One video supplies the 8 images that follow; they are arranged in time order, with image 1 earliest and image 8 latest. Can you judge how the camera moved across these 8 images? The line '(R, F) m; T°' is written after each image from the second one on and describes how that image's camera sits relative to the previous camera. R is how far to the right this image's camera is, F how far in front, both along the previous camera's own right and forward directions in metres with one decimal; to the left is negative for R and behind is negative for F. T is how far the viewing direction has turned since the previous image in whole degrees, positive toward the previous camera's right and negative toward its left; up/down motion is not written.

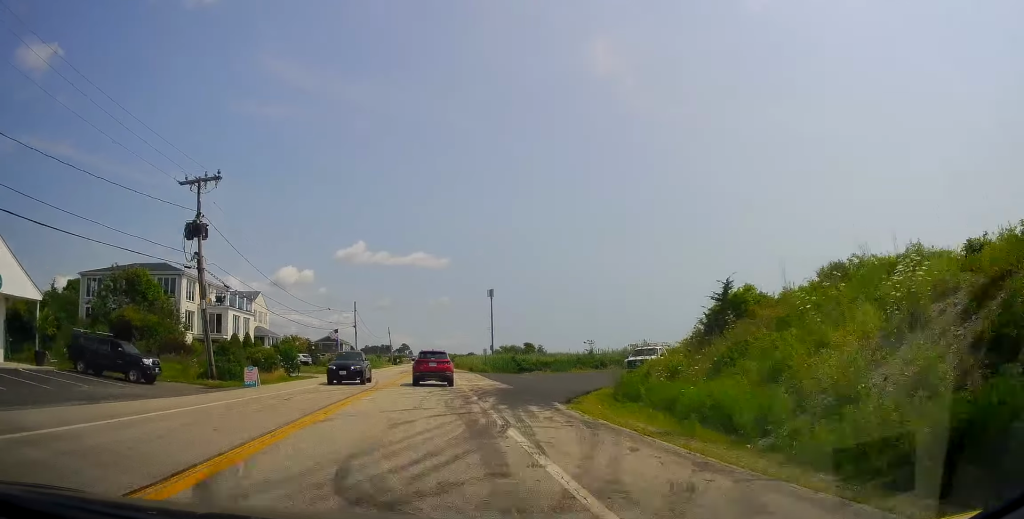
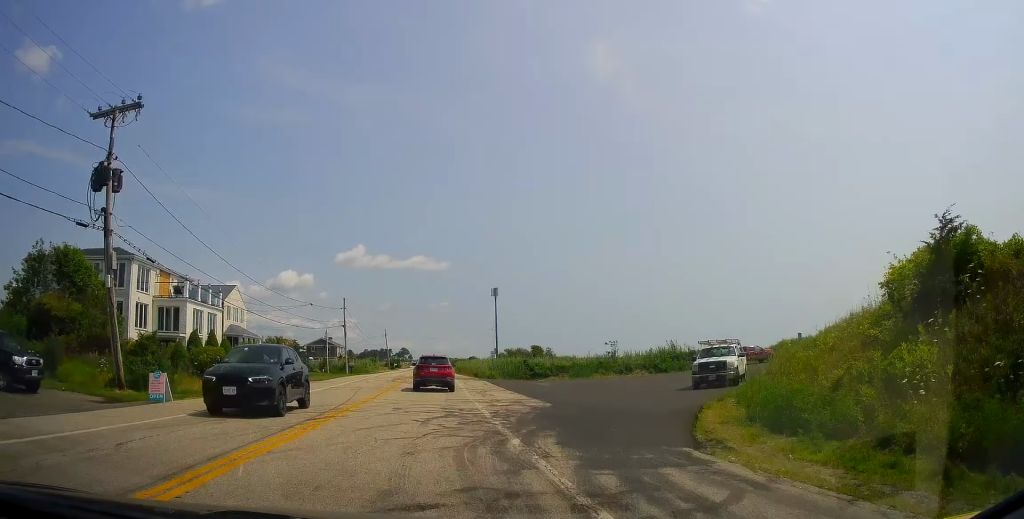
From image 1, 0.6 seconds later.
(-0.2, +9.3) m; 0°
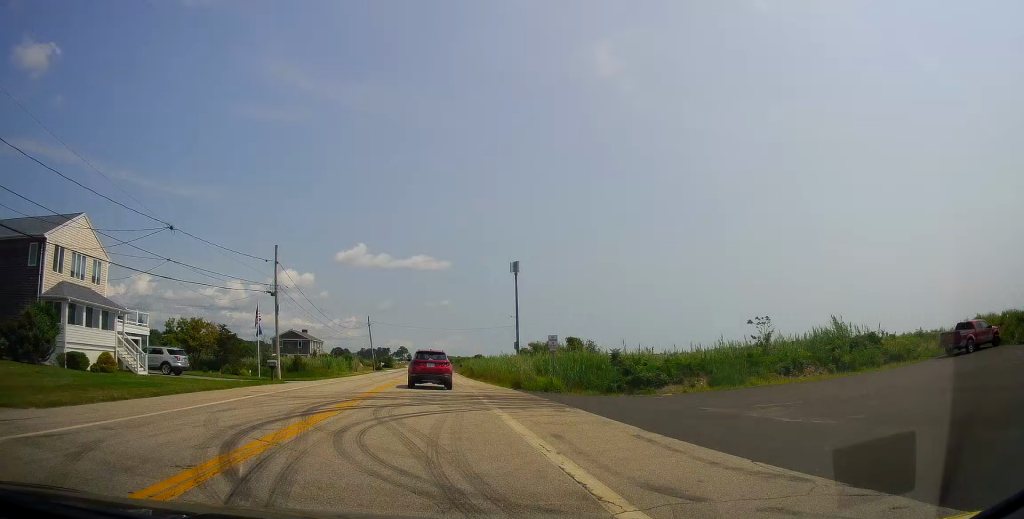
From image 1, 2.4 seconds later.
(+0.1, +31.0) m; 0°
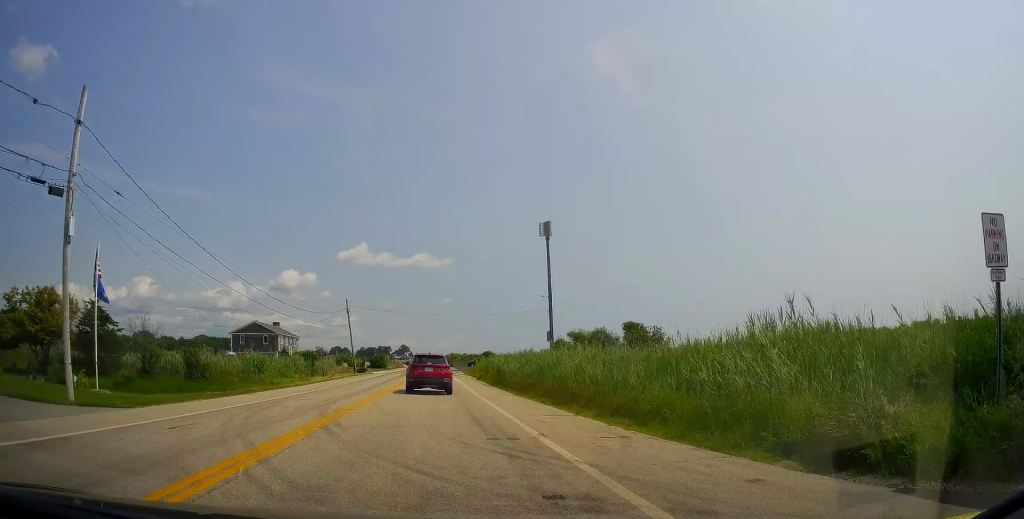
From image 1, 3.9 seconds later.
(+0.4, +24.9) m; +1°
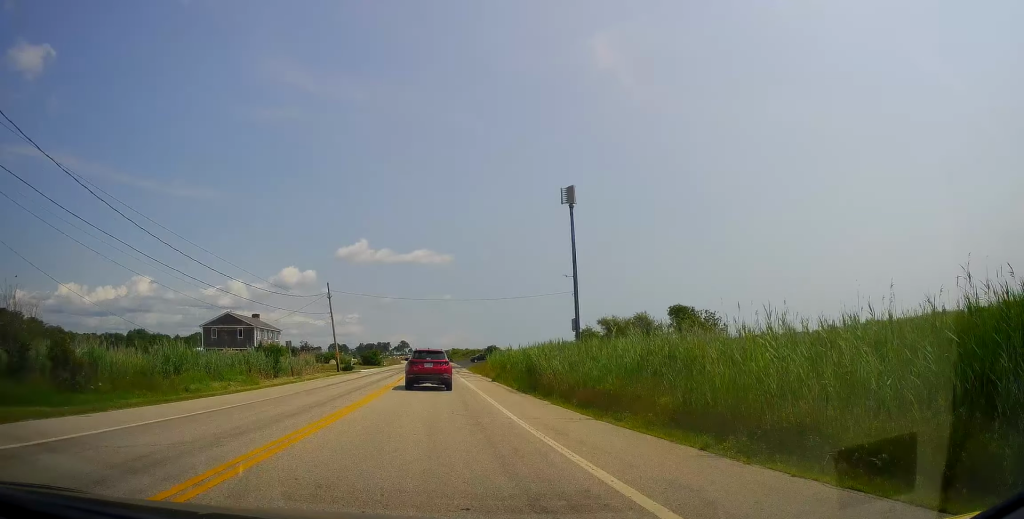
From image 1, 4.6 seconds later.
(0.0, +12.2) m; -1°
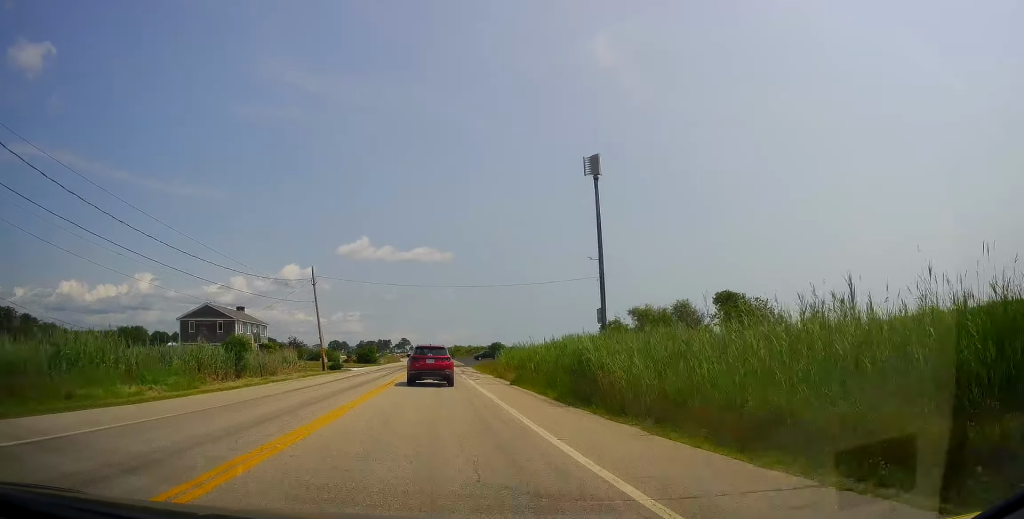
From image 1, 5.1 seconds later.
(-0.1, +8.1) m; 0°
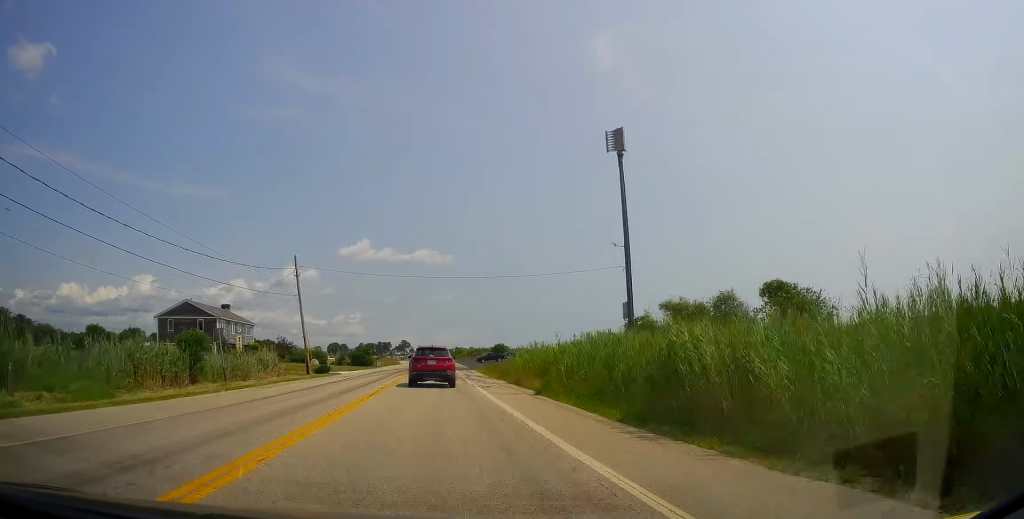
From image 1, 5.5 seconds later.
(-0.1, +6.5) m; 0°
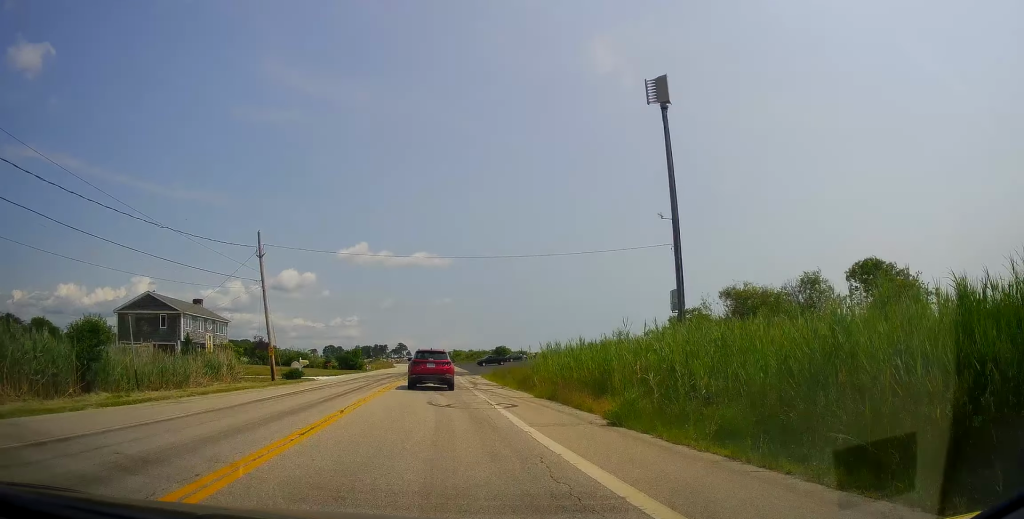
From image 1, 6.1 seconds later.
(+0.2, +8.9) m; +1°
